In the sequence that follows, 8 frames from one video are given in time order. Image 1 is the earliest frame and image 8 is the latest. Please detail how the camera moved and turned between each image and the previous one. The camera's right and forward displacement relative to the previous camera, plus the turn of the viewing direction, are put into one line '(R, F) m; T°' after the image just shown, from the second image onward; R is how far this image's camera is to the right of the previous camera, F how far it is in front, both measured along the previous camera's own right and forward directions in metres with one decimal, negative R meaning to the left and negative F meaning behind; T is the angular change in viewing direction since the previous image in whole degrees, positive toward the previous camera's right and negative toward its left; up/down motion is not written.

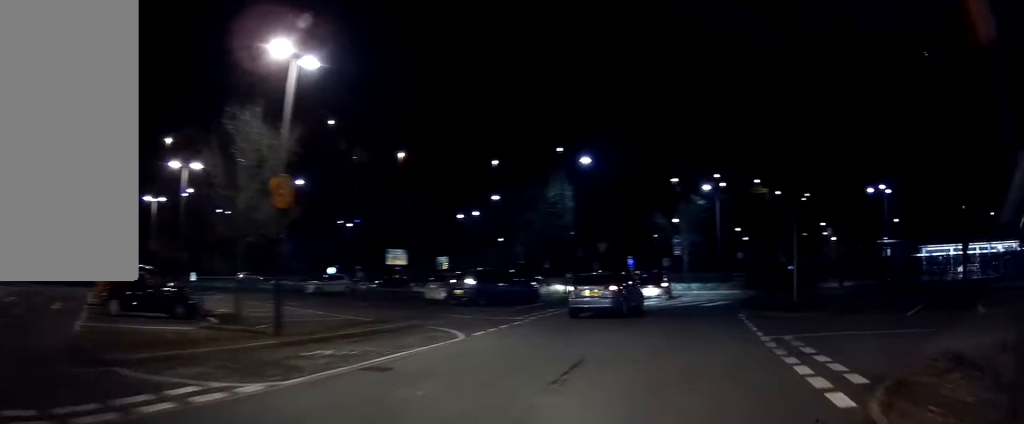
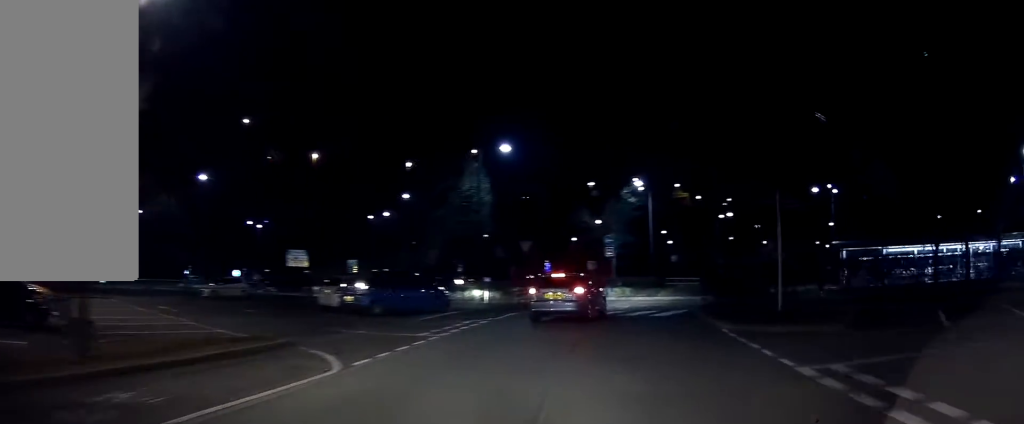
(+0.3, +4.3) m; +4°
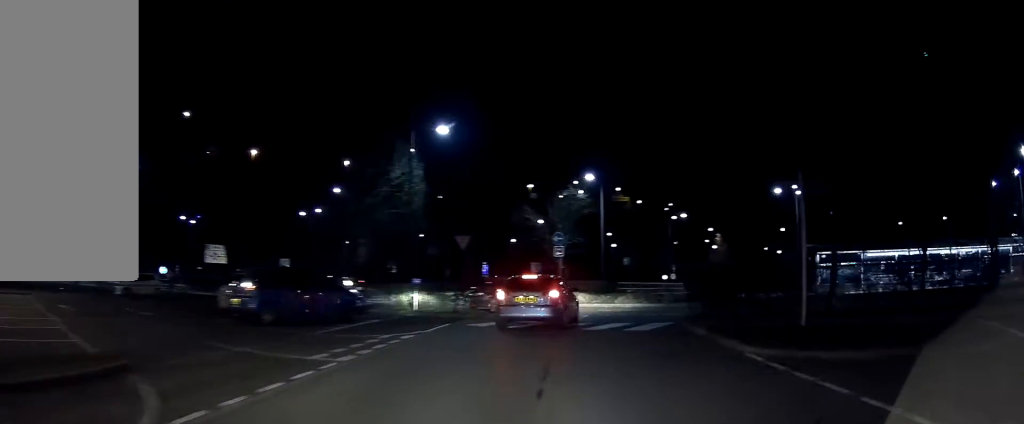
(+0.1, +4.1) m; +5°
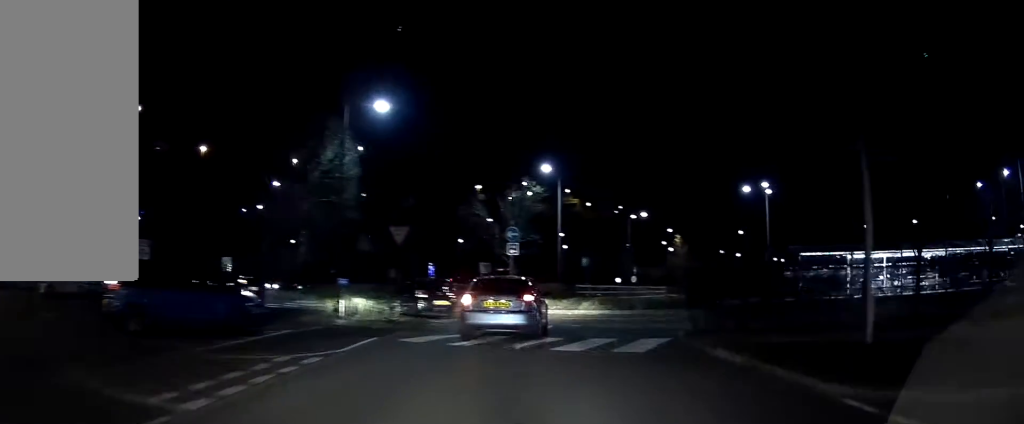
(-0.2, +3.8) m; +5°
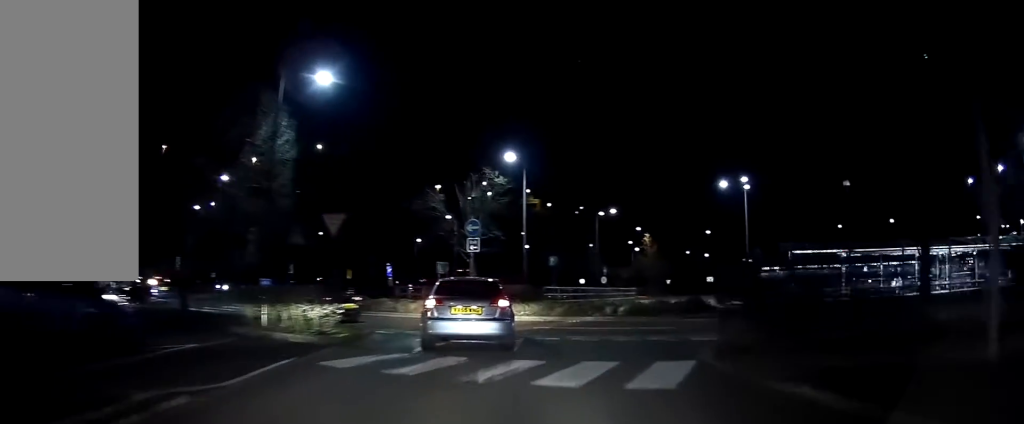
(+0.3, +3.3) m; +5°
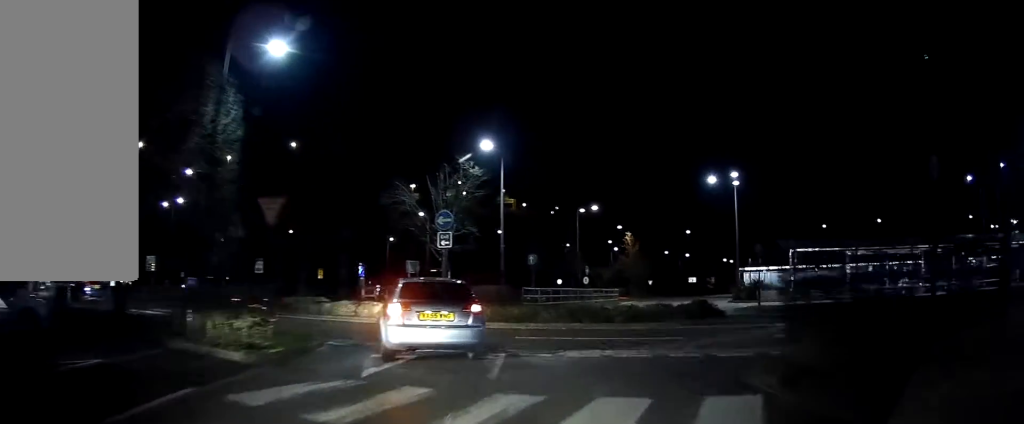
(+0.3, +3.0) m; +5°
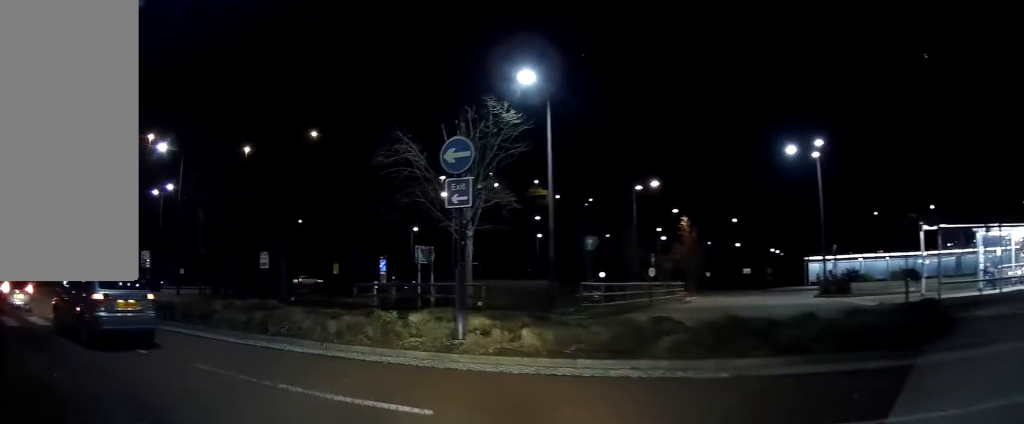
(+0.6, +10.9) m; -6°
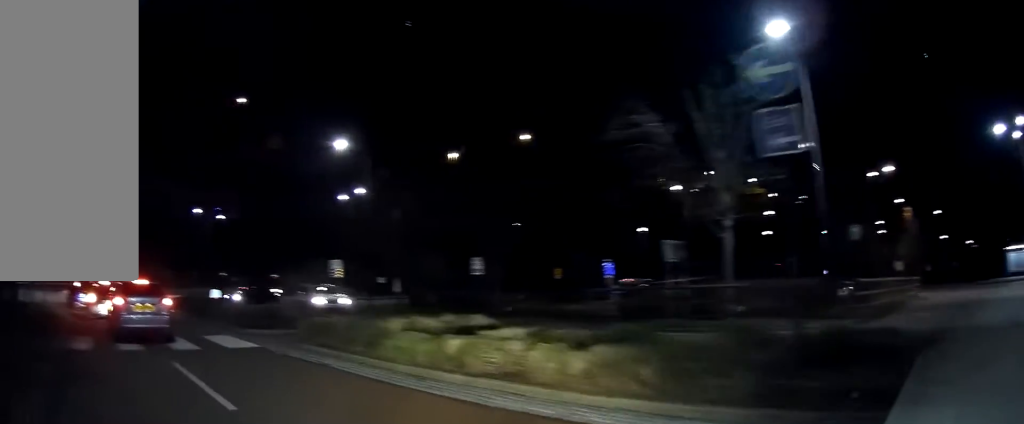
(-1.3, +3.4) m; -32°
